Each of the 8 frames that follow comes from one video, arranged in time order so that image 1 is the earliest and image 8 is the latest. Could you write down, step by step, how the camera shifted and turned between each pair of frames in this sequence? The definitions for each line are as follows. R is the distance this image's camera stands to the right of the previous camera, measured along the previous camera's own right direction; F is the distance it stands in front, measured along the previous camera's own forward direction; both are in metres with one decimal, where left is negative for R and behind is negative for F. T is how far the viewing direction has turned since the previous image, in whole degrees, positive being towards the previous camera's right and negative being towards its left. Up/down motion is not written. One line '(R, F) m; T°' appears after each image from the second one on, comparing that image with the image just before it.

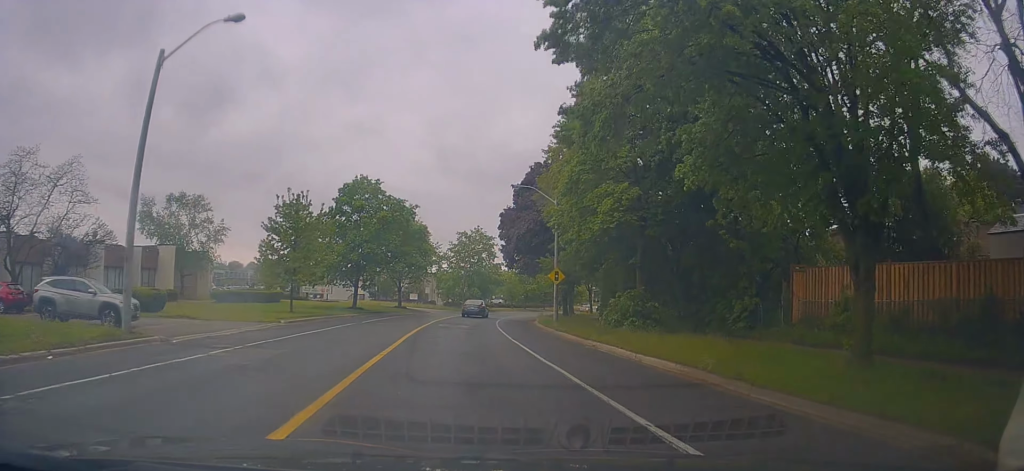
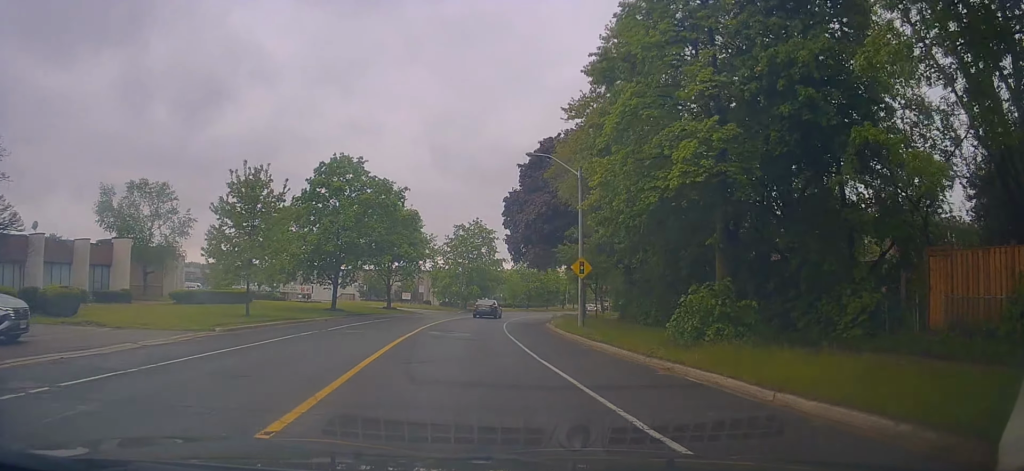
(0.0, +7.6) m; 0°
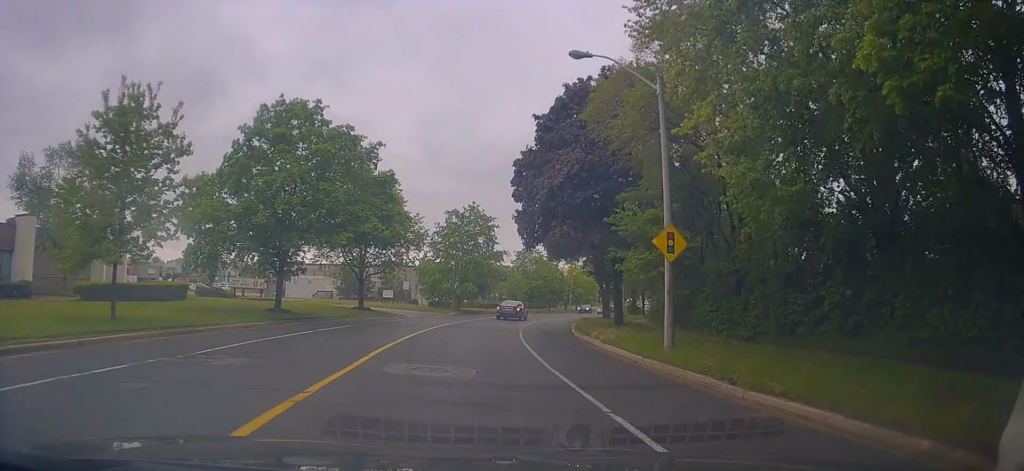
(0.0, +11.6) m; 0°
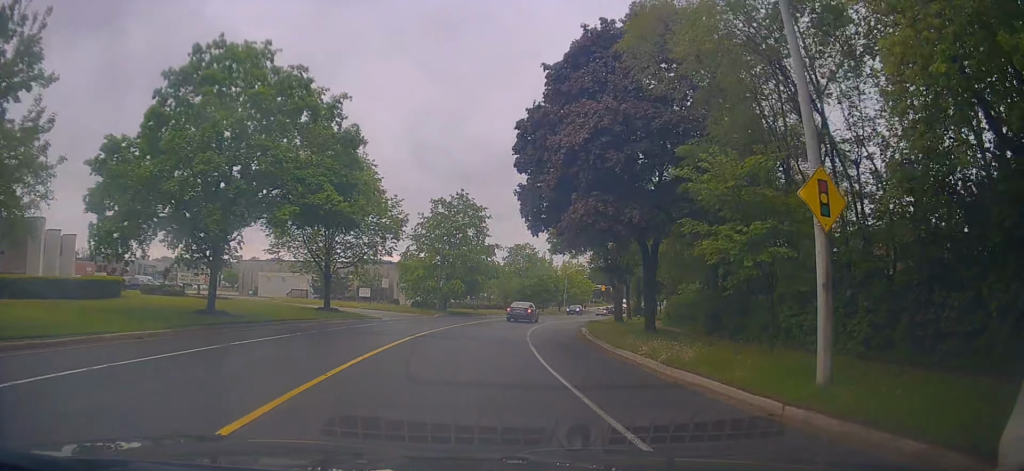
(0.0, +7.3) m; +1°
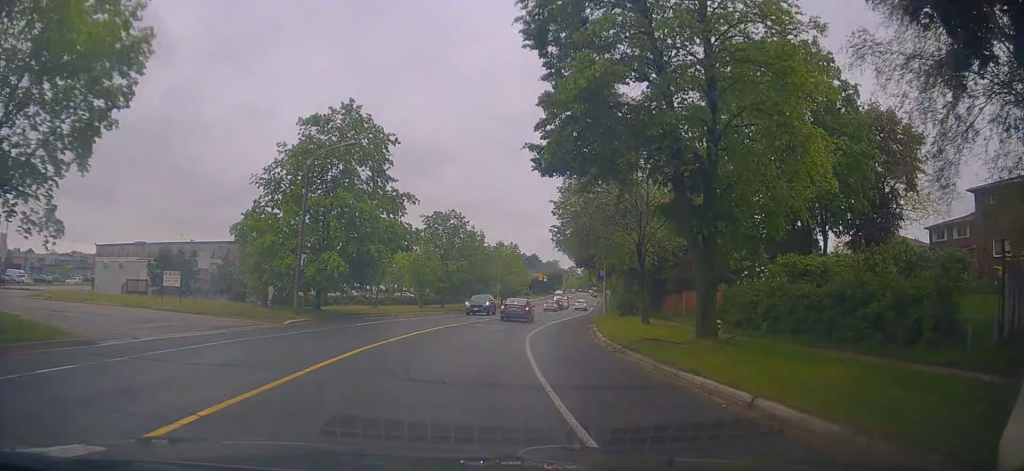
(+1.7, +24.9) m; +8°
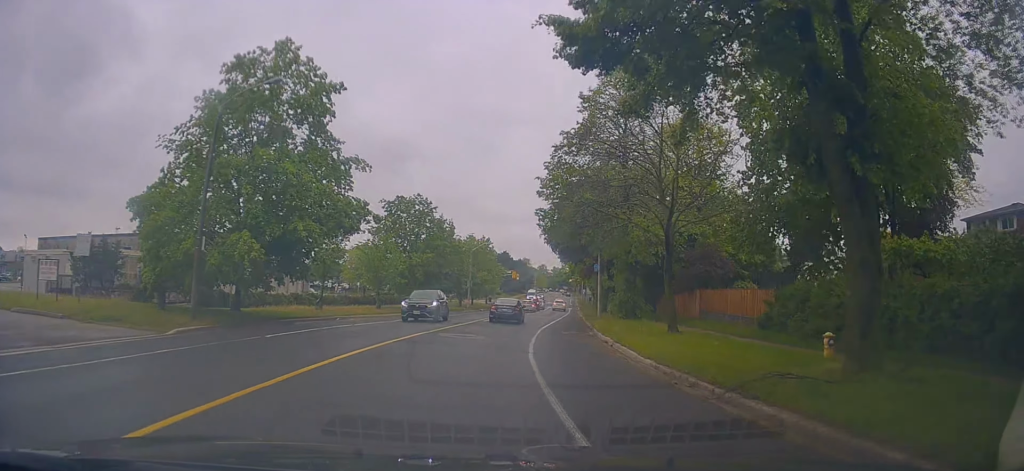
(0.0, +8.2) m; +3°
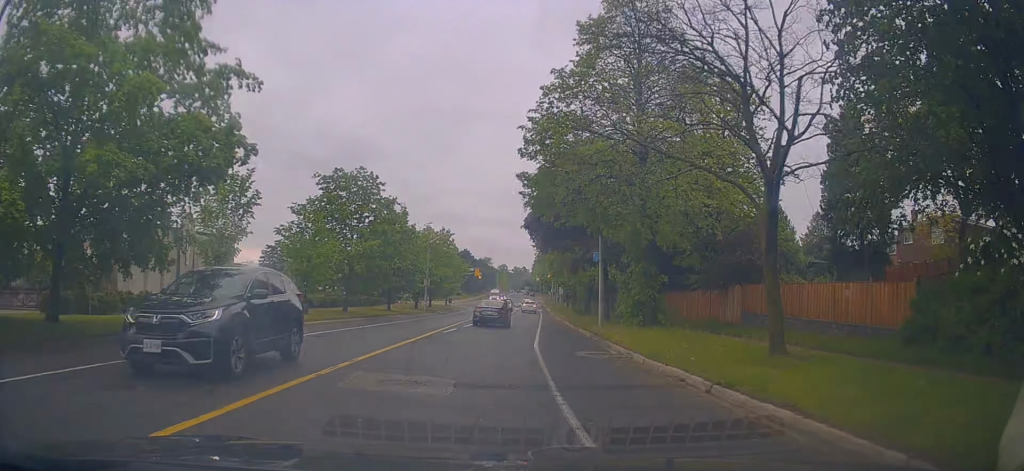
(+0.5, +10.4) m; +5°
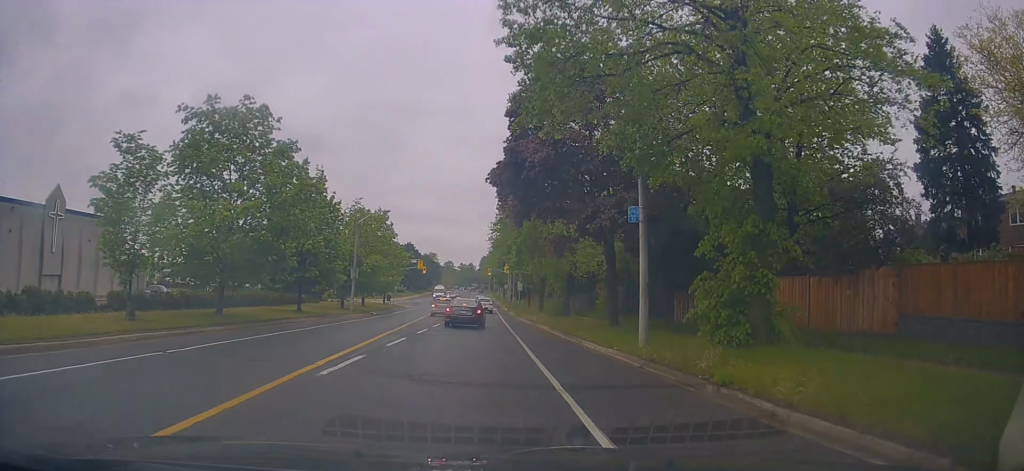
(+0.7, +13.7) m; +8°
